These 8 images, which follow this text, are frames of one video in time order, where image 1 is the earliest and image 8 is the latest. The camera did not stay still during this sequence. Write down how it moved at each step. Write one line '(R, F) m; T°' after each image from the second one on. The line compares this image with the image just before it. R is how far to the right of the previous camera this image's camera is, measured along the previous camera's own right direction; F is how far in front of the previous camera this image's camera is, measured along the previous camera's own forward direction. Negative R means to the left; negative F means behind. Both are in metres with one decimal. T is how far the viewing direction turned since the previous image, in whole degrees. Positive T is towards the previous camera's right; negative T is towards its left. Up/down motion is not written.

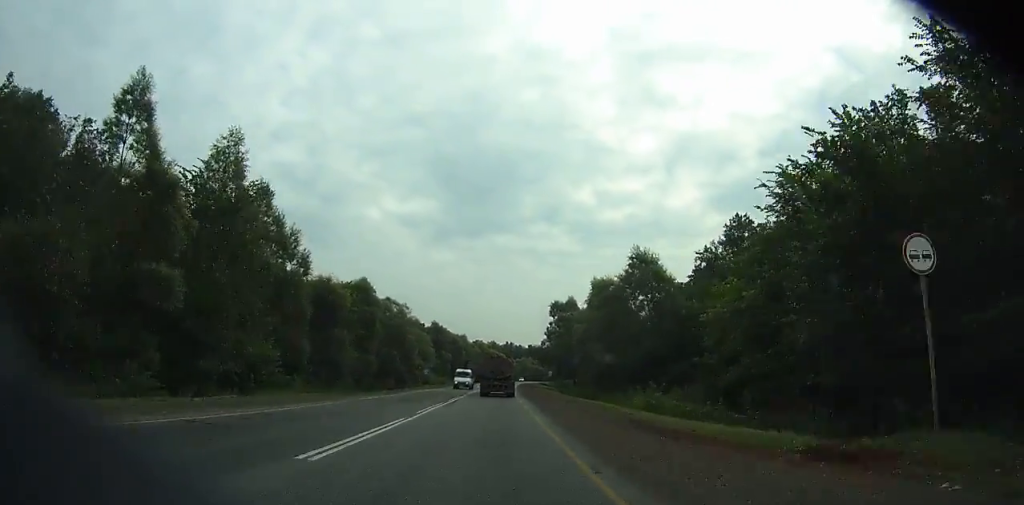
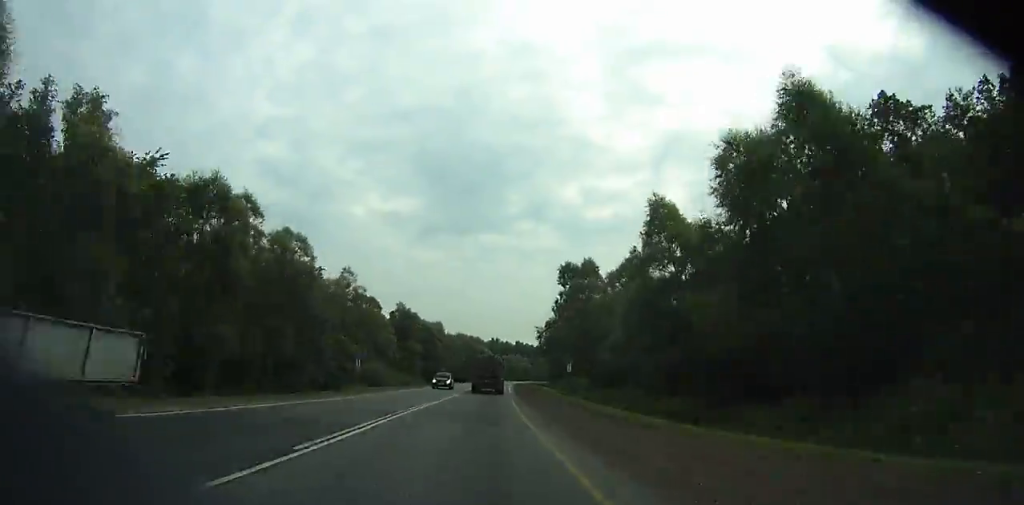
(-0.3, +35.7) m; 0°
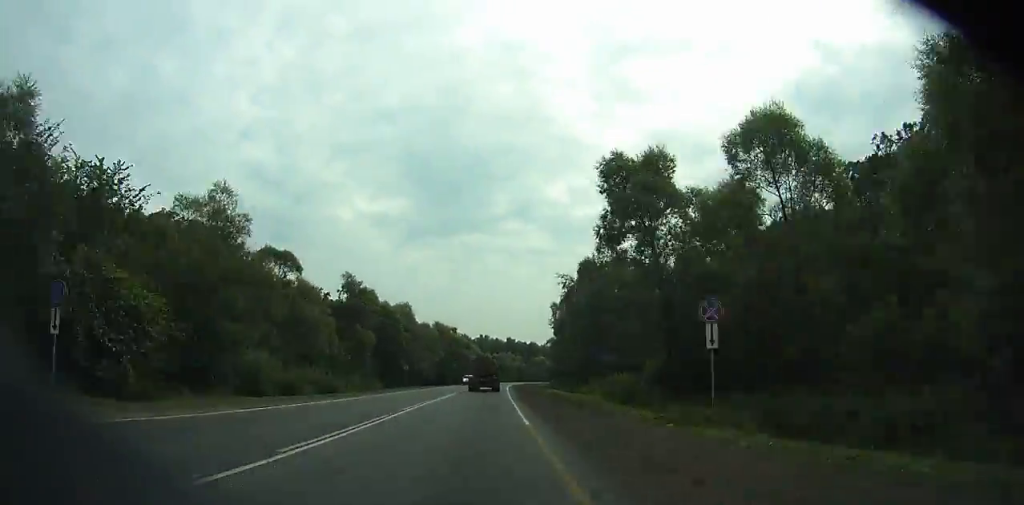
(+0.6, +35.7) m; +1°
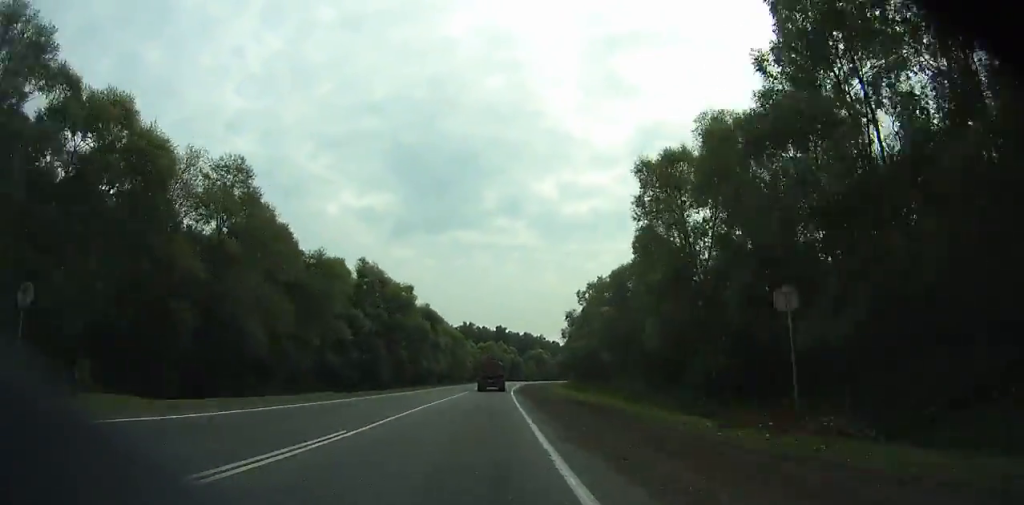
(+1.4, +65.6) m; +2°
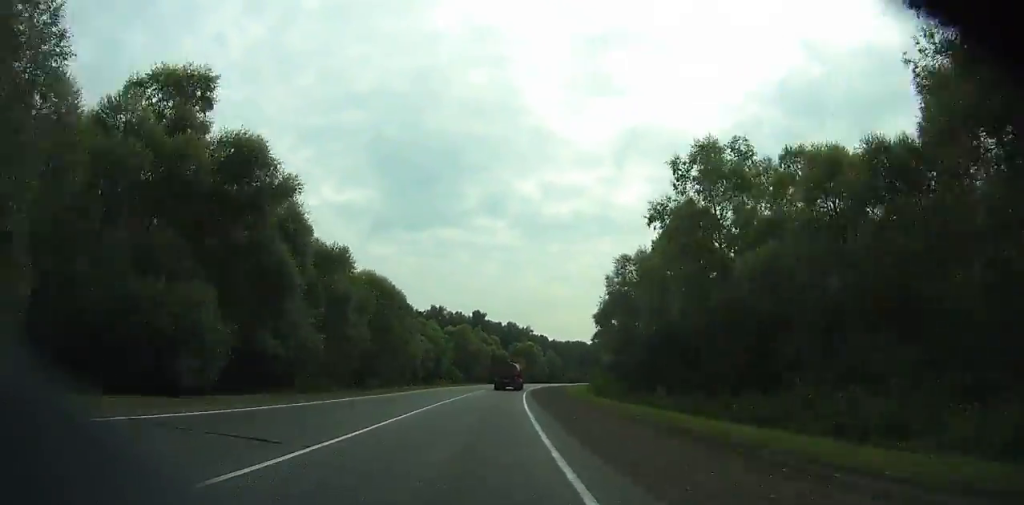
(+0.9, +62.1) m; +2°
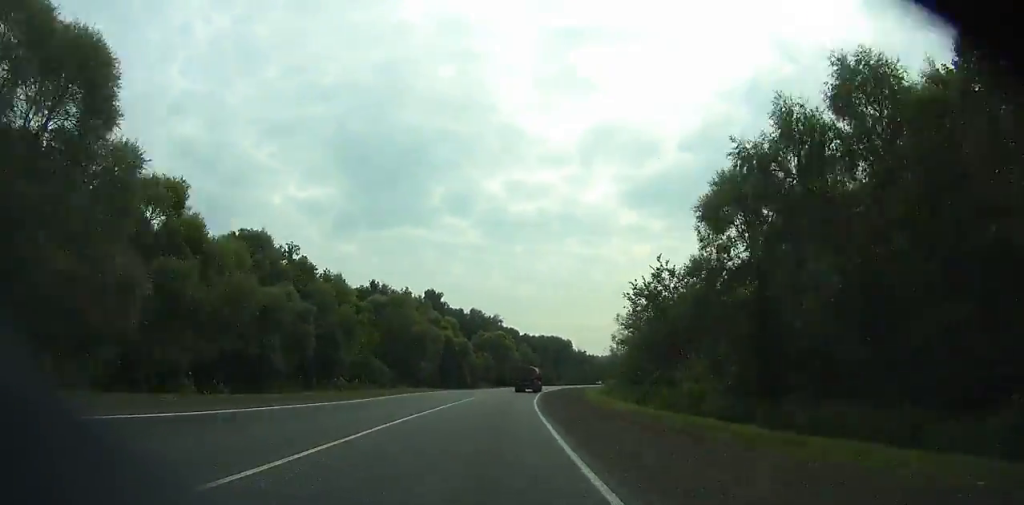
(+0.9, +52.0) m; +3°
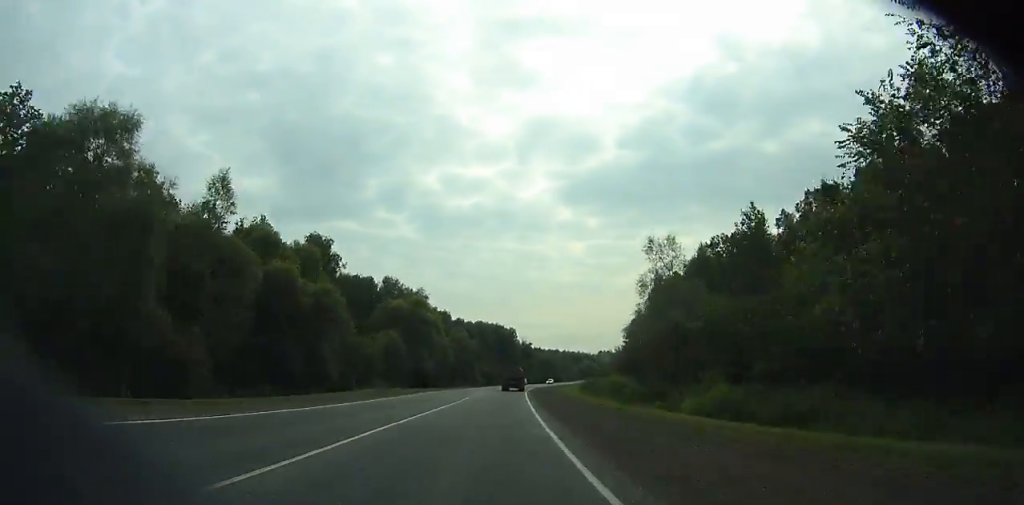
(+1.9, +58.4) m; +5°
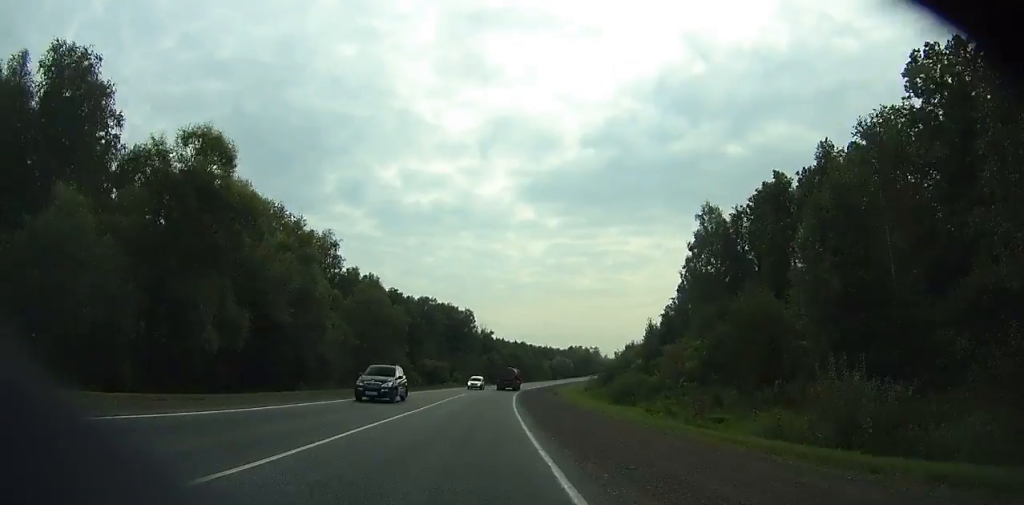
(+2.7, +59.3) m; +5°
